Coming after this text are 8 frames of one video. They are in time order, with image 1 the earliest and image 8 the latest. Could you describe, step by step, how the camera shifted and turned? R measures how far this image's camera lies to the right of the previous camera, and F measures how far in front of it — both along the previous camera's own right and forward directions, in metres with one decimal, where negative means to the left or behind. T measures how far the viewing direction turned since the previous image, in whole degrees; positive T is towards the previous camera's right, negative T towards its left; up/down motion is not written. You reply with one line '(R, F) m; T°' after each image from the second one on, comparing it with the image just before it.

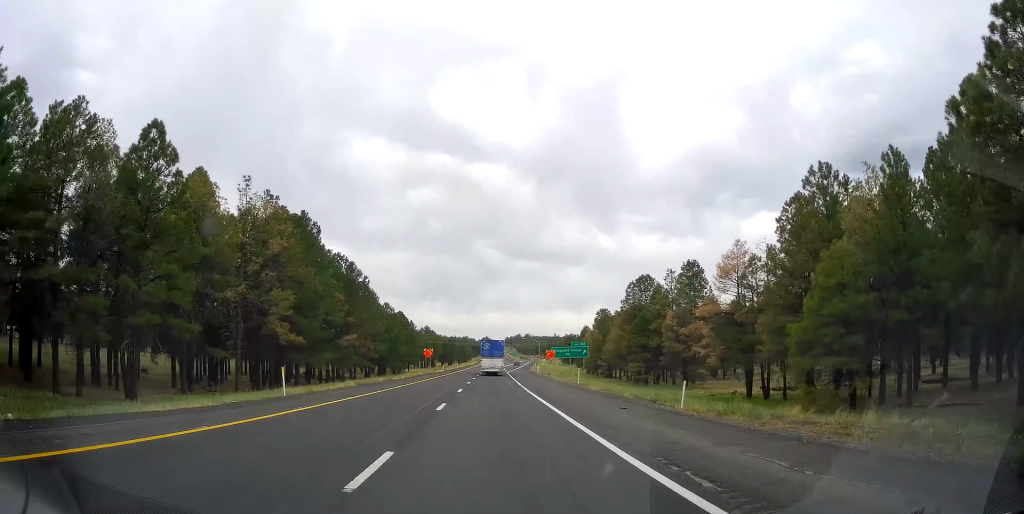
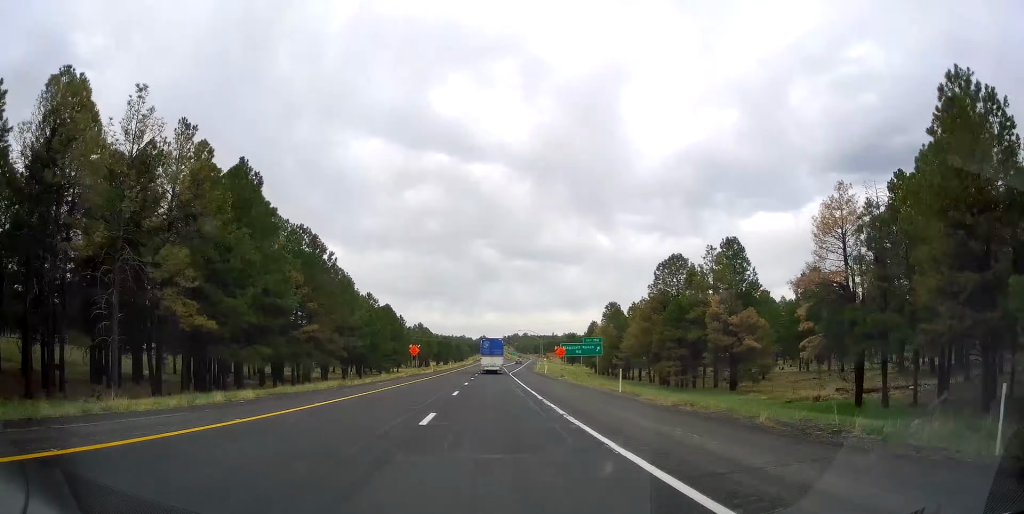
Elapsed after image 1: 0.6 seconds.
(+0.2, +16.9) m; 0°
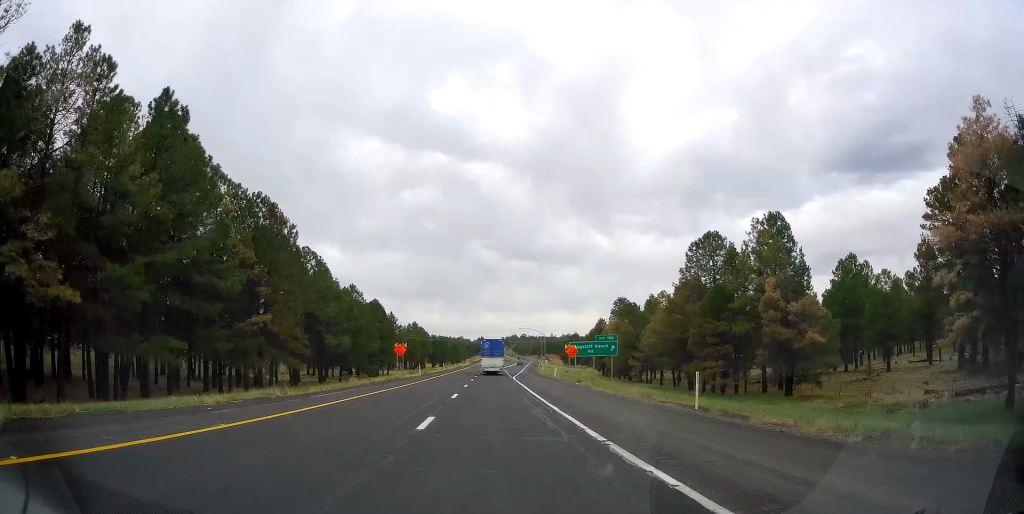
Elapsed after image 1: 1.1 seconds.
(+0.1, +13.1) m; 0°
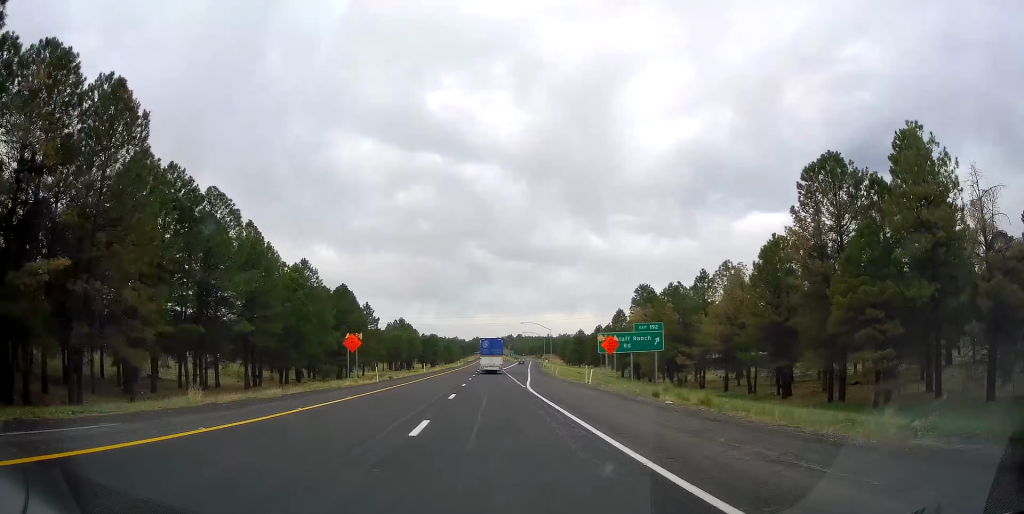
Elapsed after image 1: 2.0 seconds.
(-0.2, +25.2) m; 0°
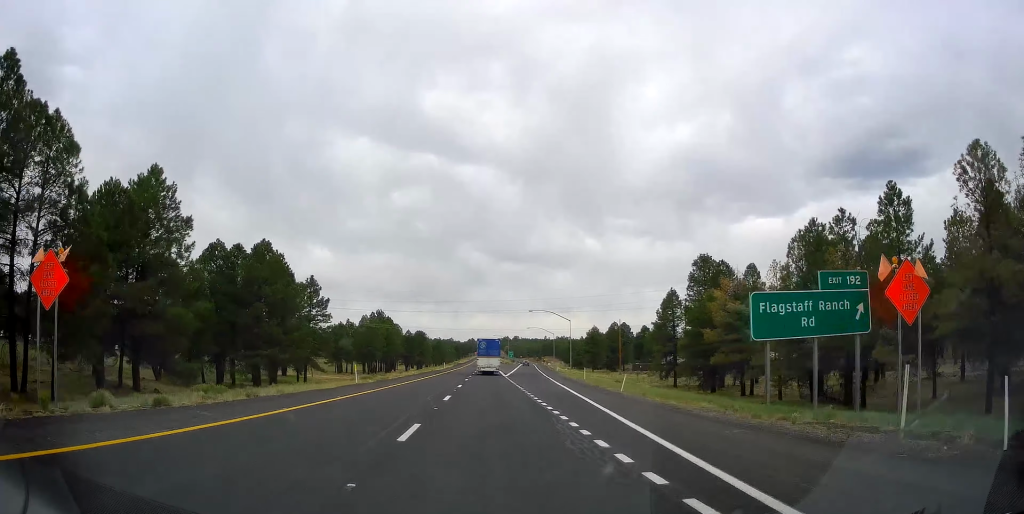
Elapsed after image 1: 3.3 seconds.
(+0.3, +37.4) m; +1°
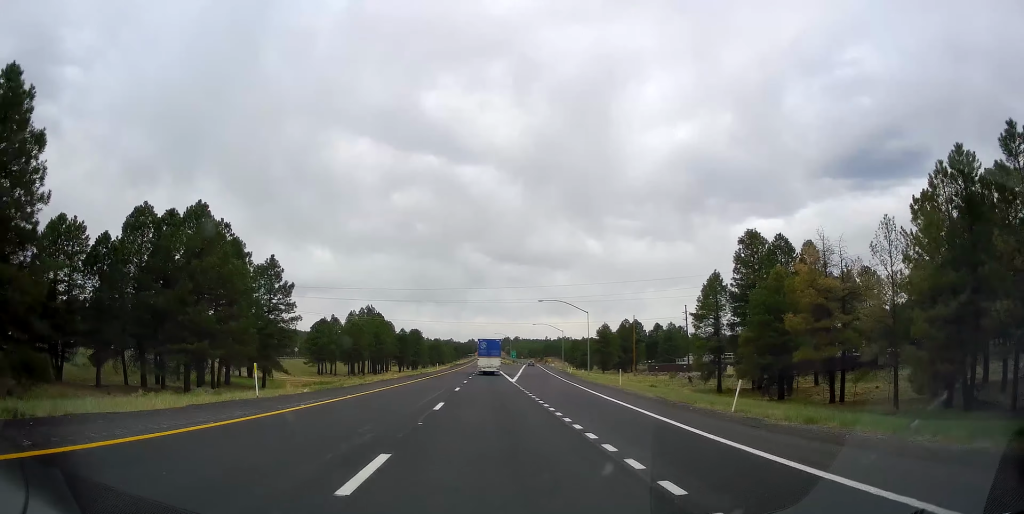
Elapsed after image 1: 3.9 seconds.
(0.0, +16.9) m; 0°
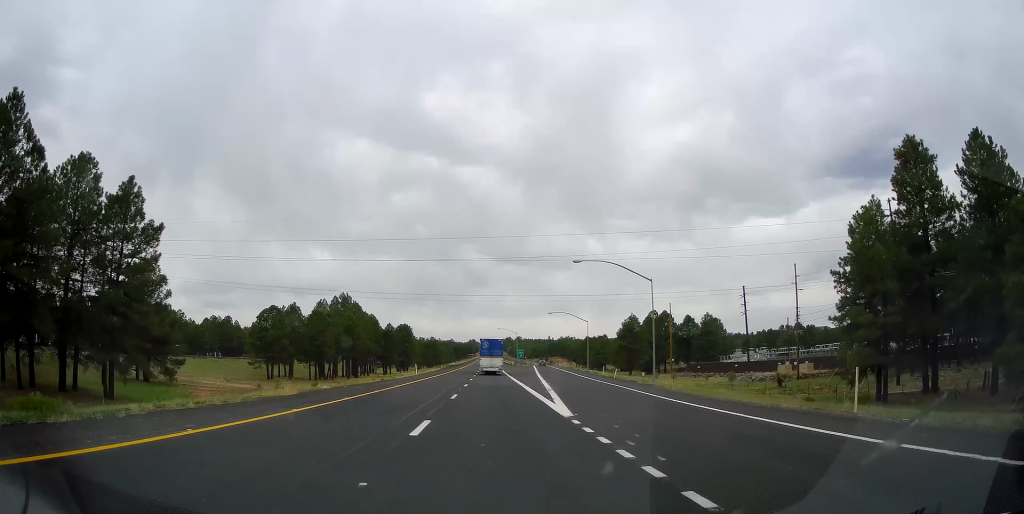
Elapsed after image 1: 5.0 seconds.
(-0.1, +32.0) m; 0°
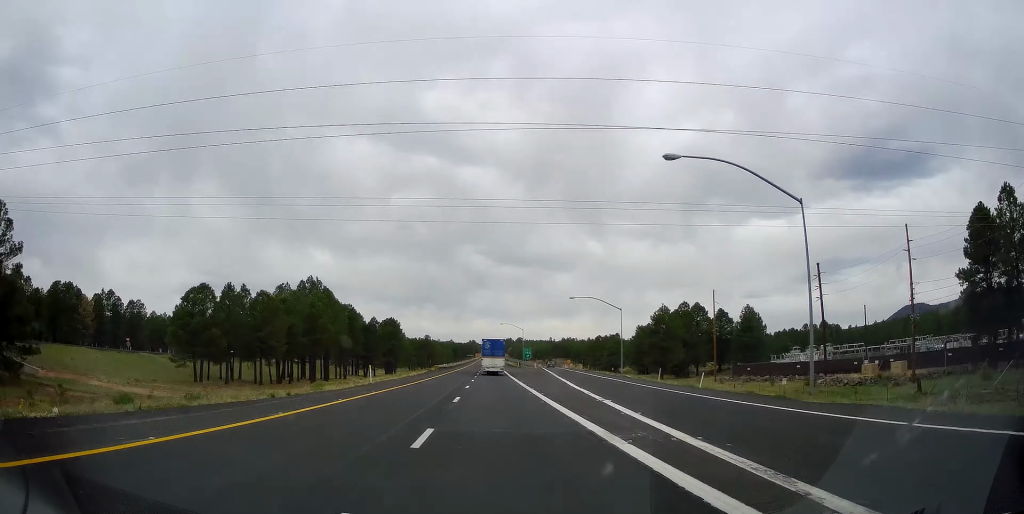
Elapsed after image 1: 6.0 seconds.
(+0.1, +26.4) m; +1°
